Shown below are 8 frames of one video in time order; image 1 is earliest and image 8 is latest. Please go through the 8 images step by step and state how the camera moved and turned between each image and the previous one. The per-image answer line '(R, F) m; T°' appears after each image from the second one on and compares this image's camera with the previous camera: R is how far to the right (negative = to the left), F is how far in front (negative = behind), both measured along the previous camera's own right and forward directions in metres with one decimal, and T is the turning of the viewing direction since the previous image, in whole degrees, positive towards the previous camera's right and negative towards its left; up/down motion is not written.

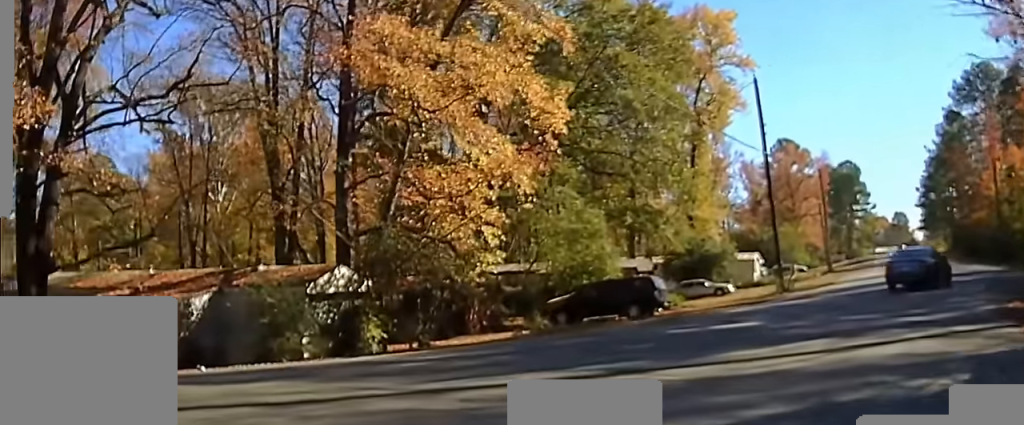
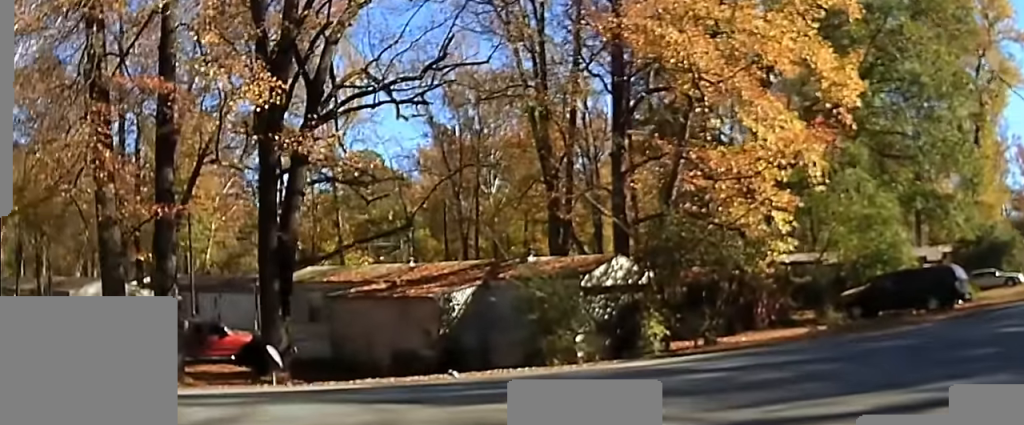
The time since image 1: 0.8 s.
(-1.4, +3.5) m; -35°
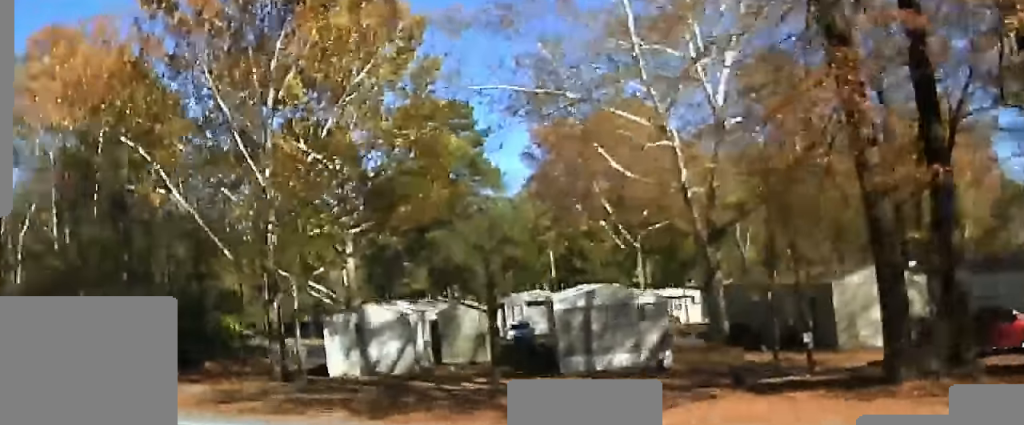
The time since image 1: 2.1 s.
(-3.5, +6.8) m; -44°
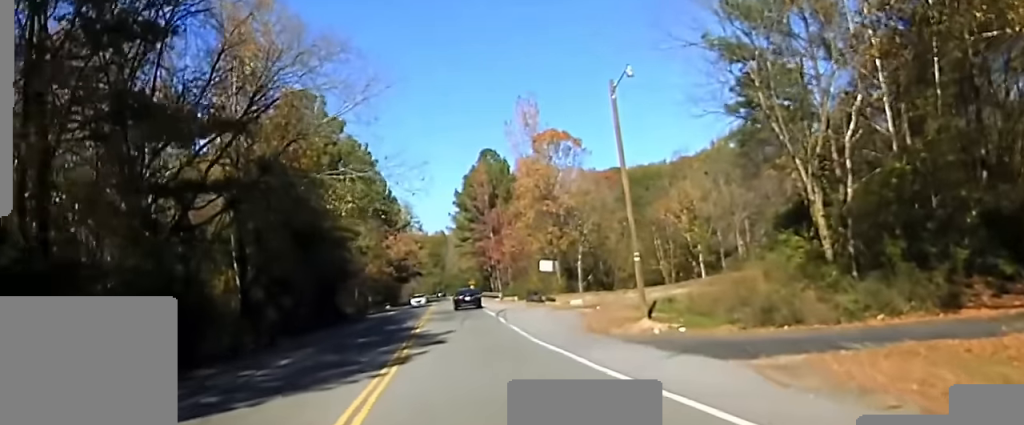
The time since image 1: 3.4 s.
(-2.9, +13.3) m; -18°
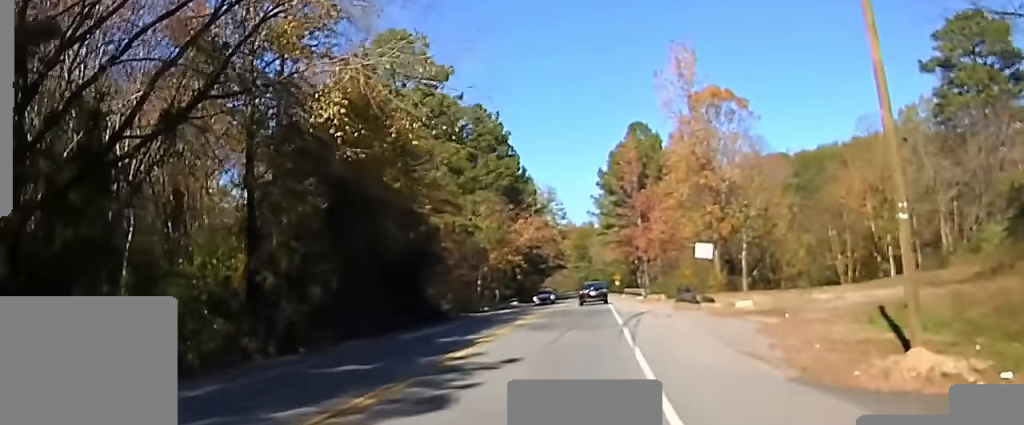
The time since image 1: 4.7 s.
(-0.9, +16.3) m; -4°
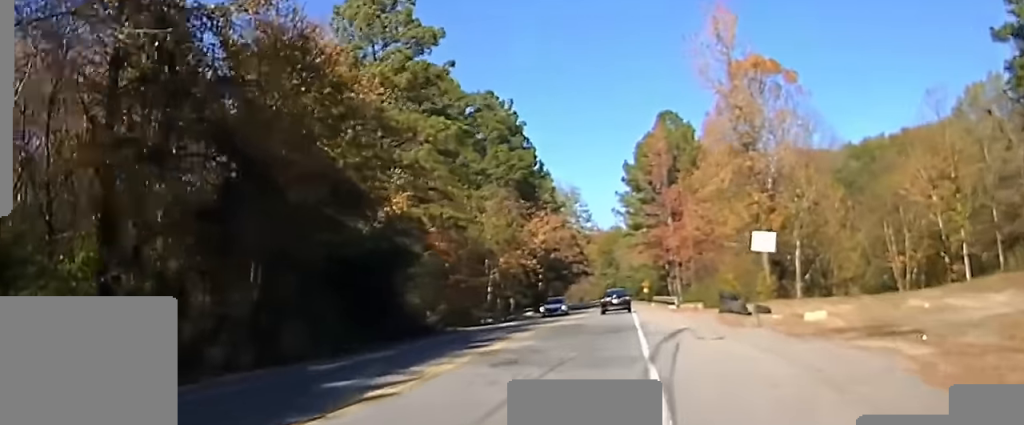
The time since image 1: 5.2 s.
(0.0, +8.6) m; -1°
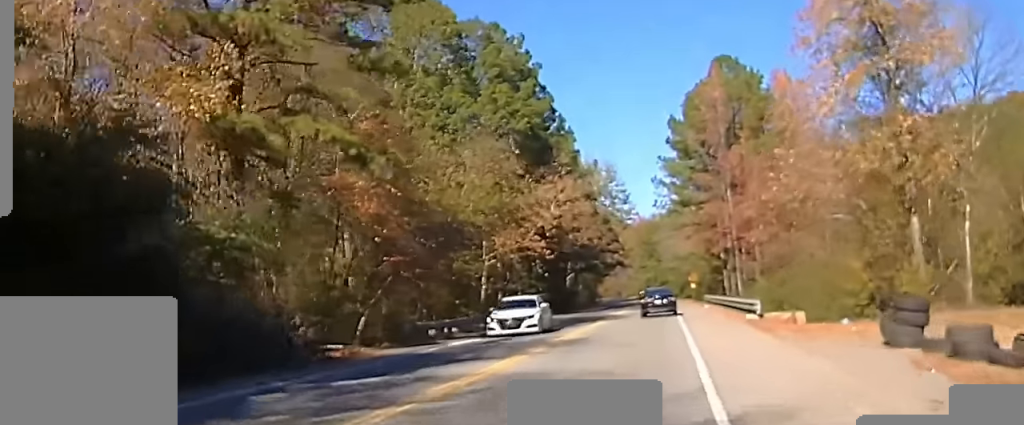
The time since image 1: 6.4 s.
(-0.6, +21.1) m; -3°
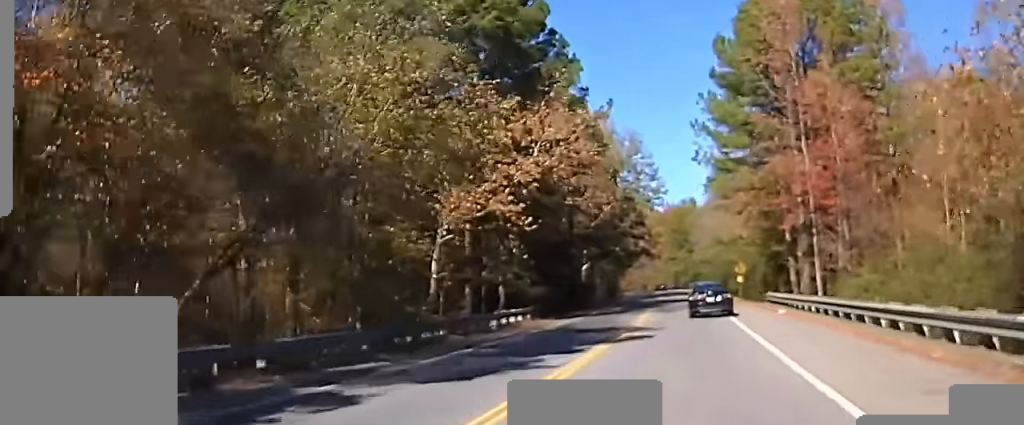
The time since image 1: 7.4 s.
(-0.3, +22.1) m; 0°
